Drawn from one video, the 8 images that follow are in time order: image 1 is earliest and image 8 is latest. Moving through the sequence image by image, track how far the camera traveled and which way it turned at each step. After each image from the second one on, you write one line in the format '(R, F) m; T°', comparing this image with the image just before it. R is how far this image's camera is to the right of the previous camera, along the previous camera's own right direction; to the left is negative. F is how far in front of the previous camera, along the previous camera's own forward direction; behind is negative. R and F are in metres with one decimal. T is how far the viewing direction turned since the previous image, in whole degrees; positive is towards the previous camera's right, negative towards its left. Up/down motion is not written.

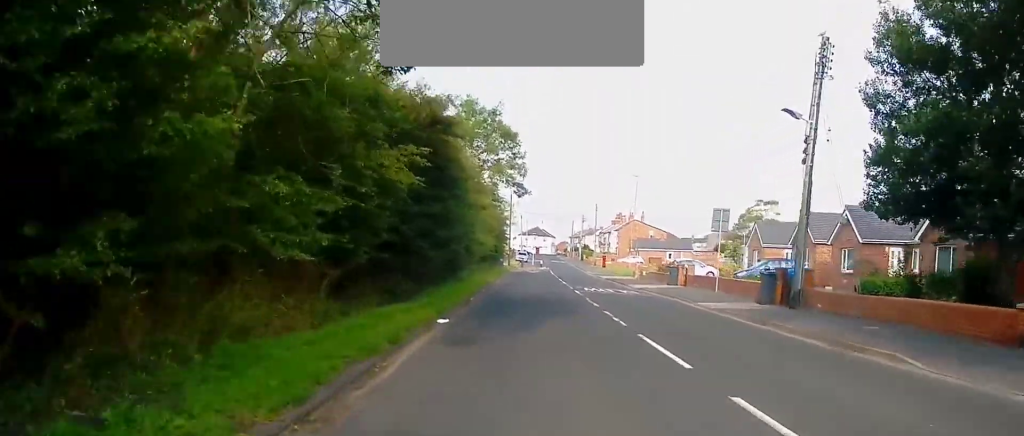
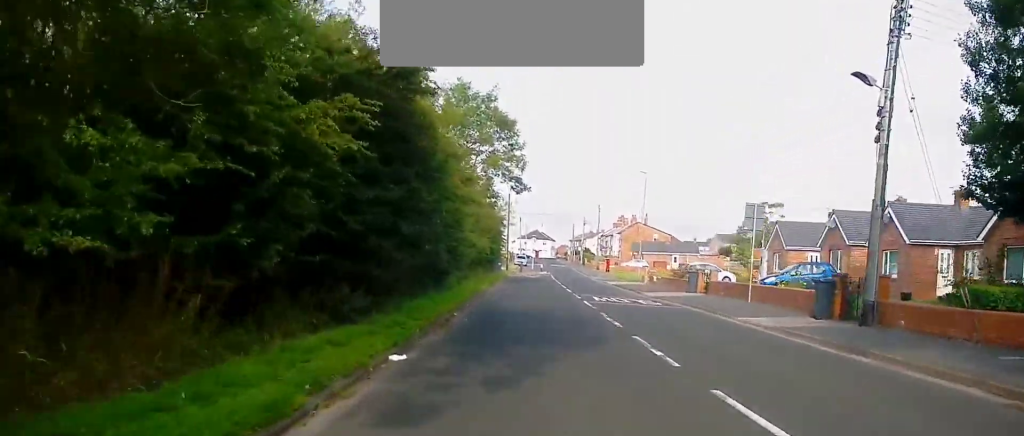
(-0.1, +5.3) m; +1°
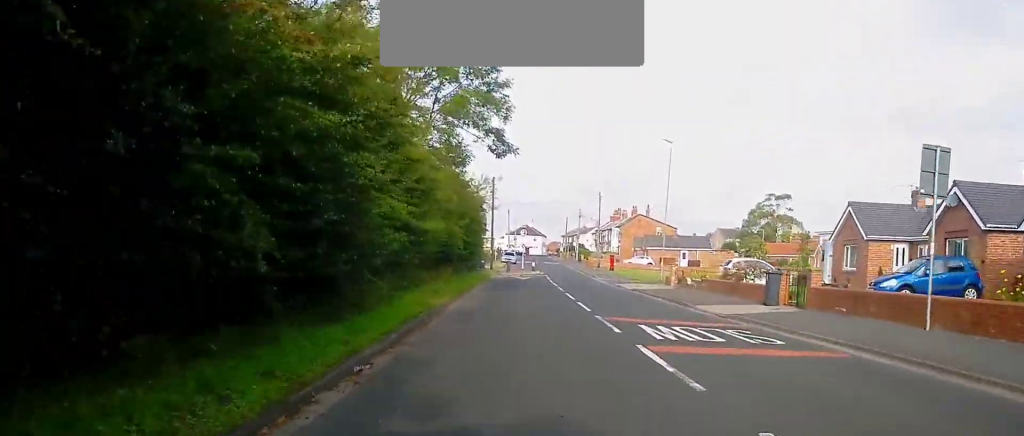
(+0.2, +13.7) m; -2°
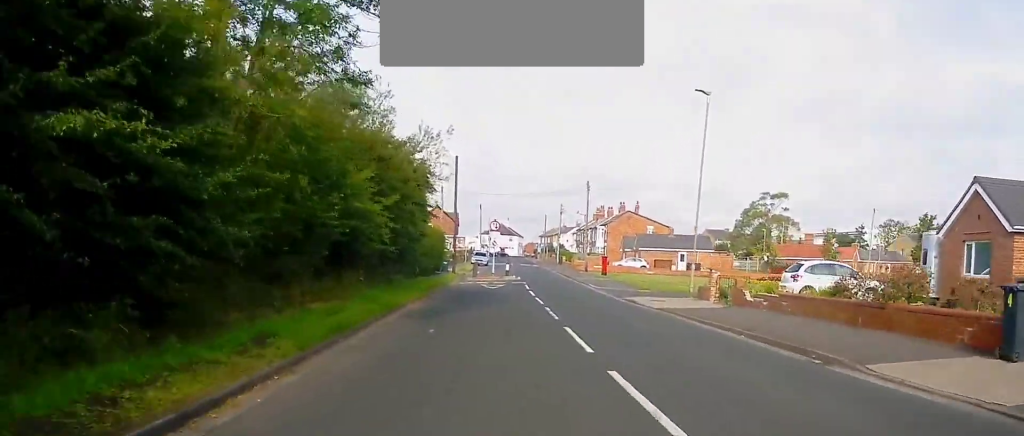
(-0.3, +13.8) m; +2°
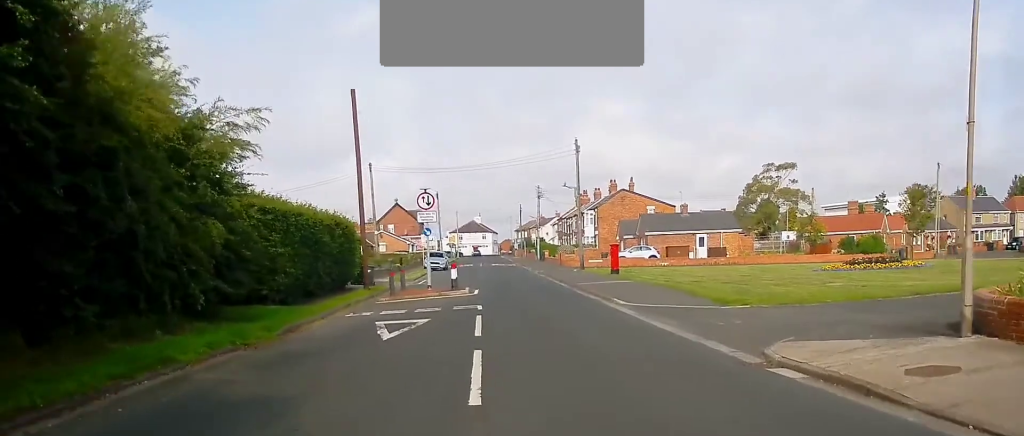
(+1.0, +21.4) m; +3°
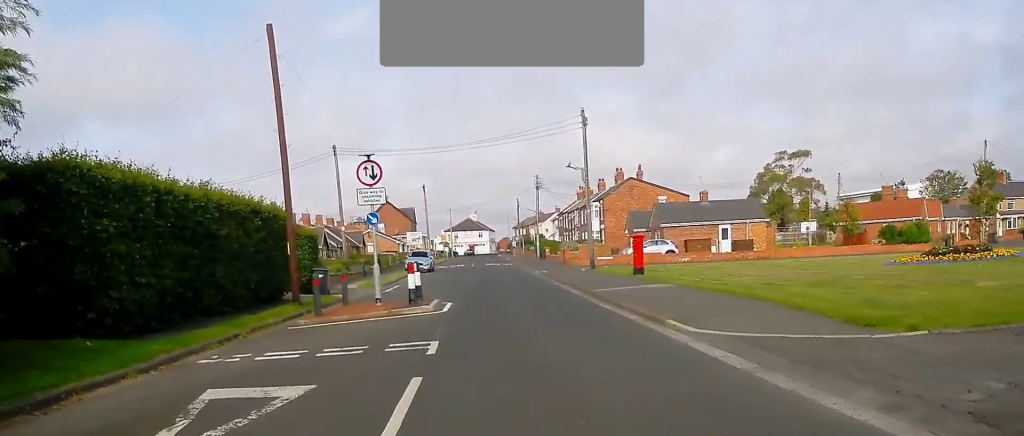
(0.0, +9.2) m; 0°
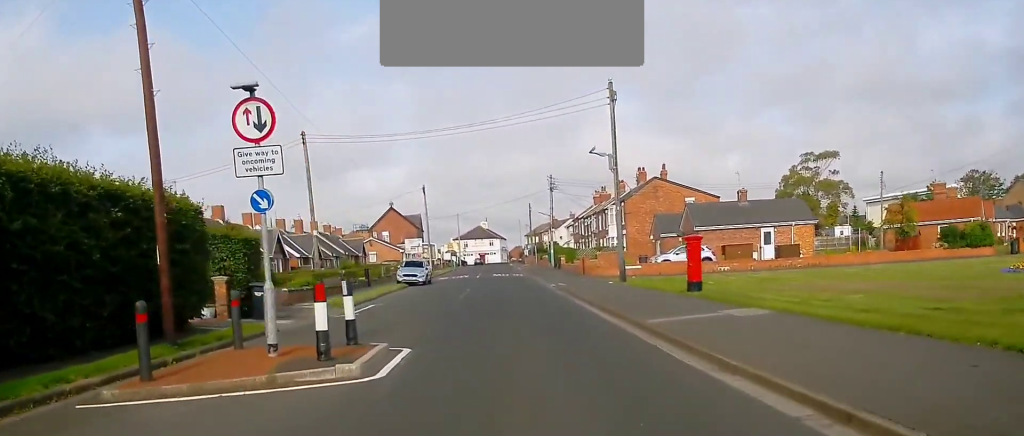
(+0.1, +8.6) m; -1°
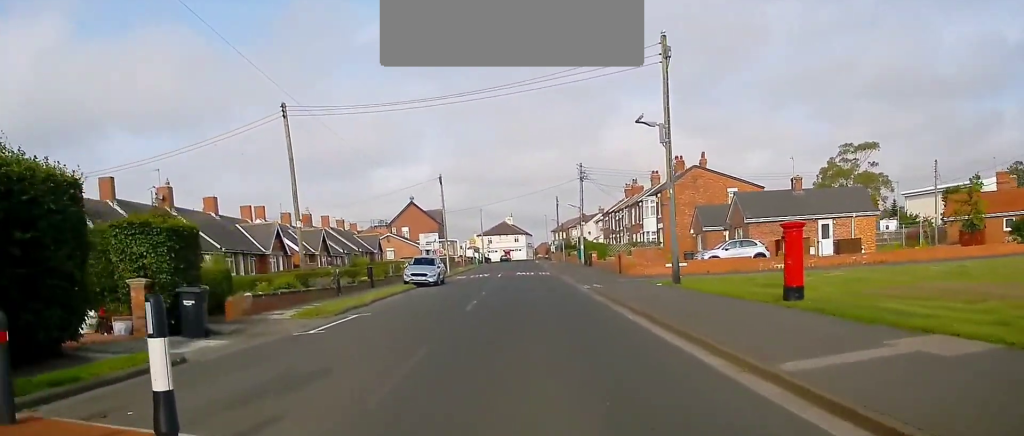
(-0.2, +6.6) m; -1°
